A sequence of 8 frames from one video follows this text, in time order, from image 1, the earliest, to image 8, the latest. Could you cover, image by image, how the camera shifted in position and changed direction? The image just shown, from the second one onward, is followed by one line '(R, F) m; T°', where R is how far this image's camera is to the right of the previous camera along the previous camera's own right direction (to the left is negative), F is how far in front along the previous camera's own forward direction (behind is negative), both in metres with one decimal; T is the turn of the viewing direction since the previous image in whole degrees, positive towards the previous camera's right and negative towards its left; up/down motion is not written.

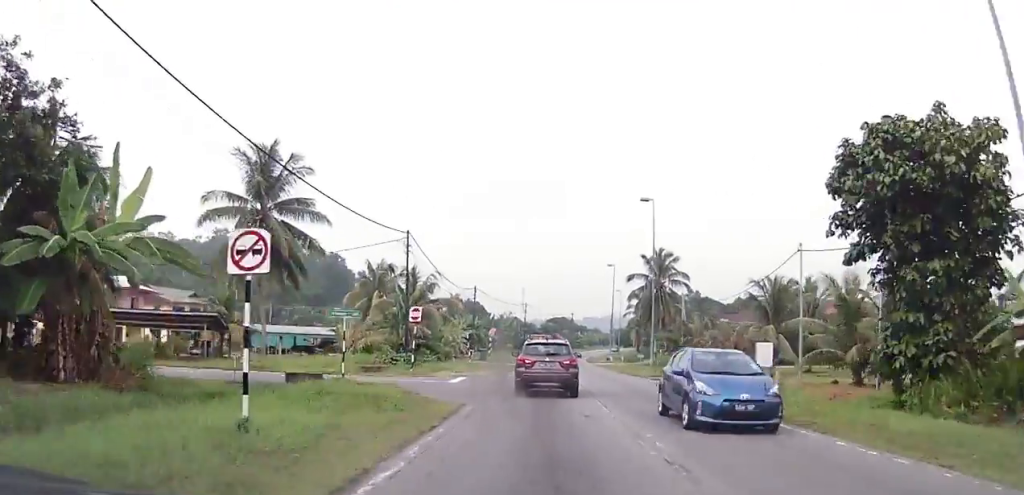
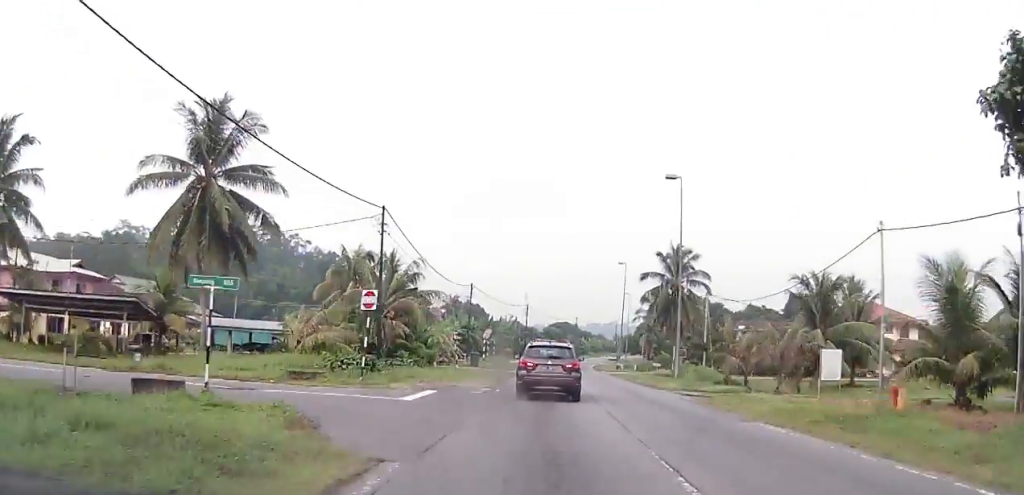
(+0.1, +8.6) m; 0°
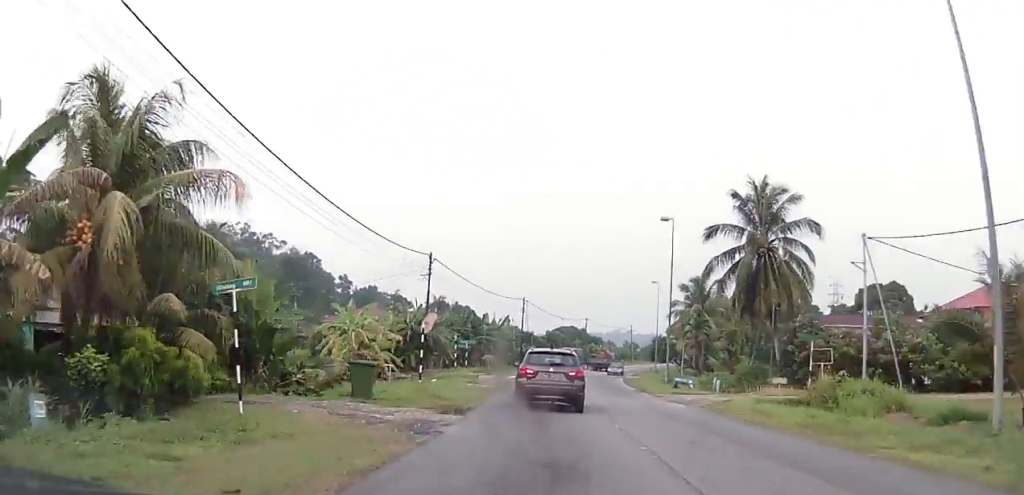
(+0.3, +30.2) m; 0°
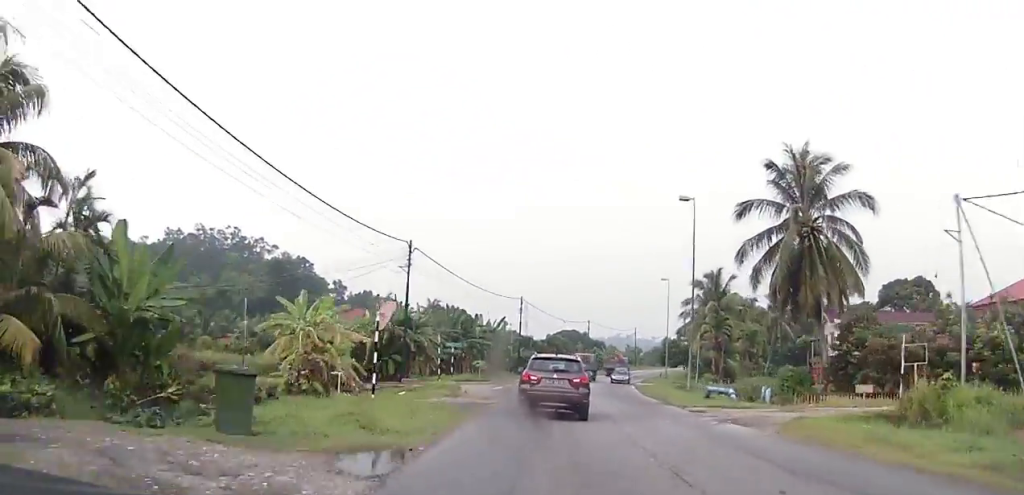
(-0.5, +7.7) m; 0°
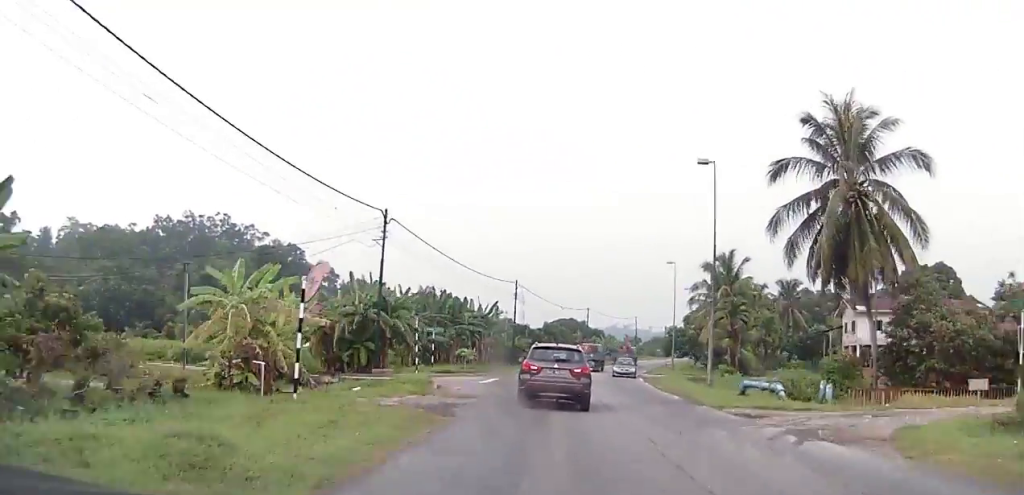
(-0.1, +6.2) m; 0°
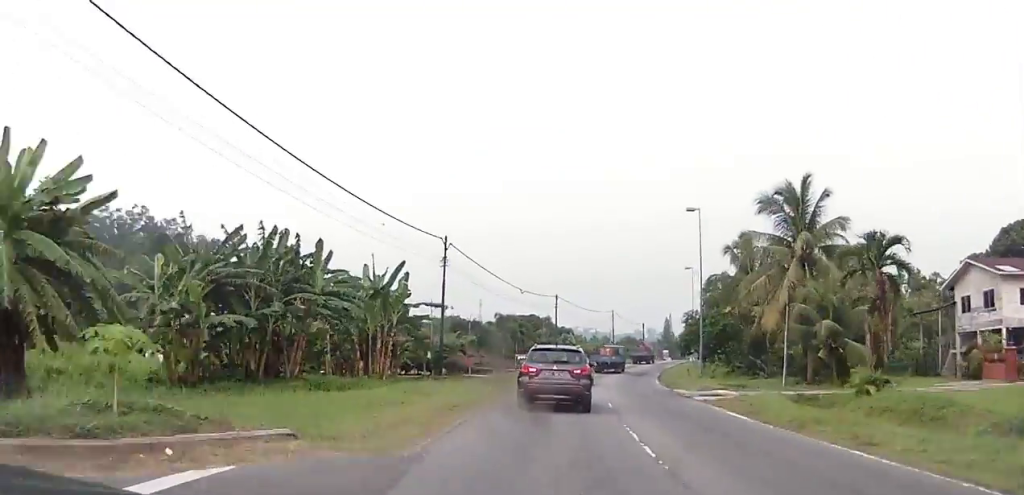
(+1.4, +29.3) m; +4°
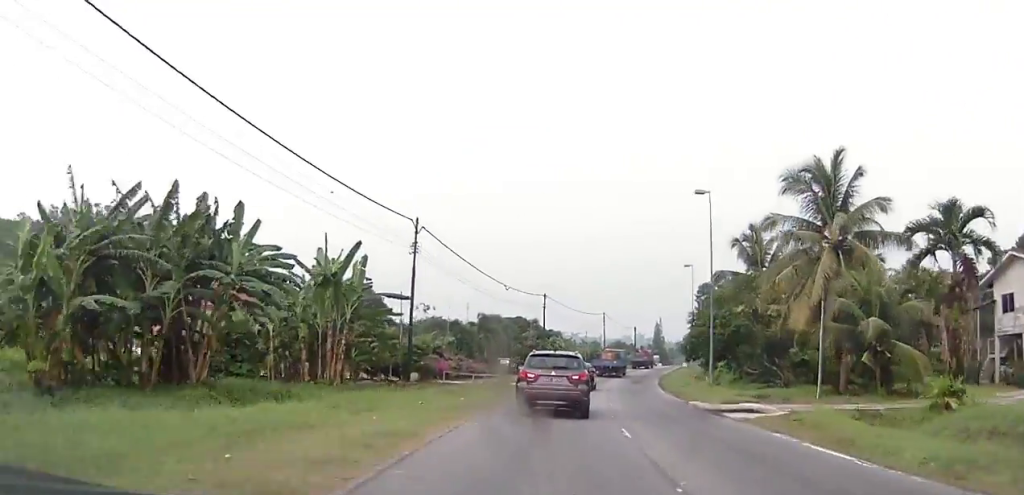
(+0.1, +6.5) m; +1°
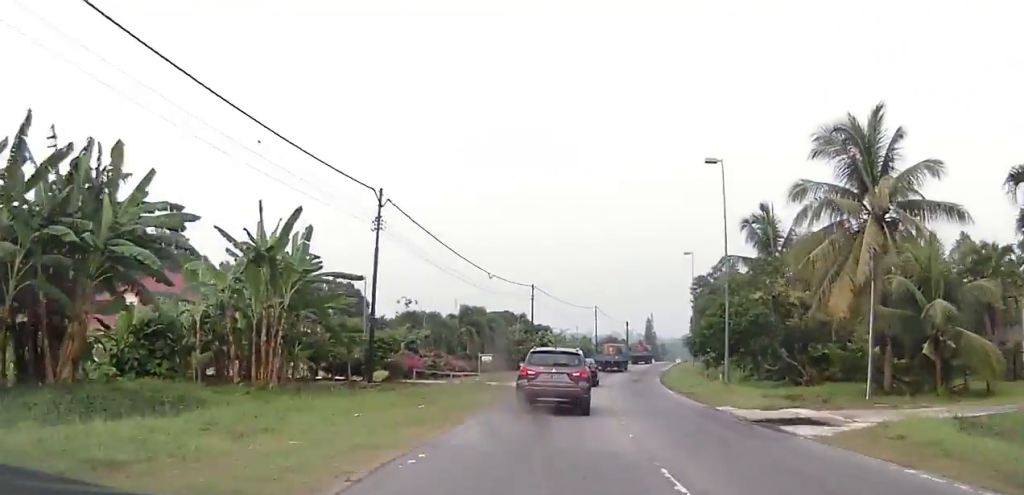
(0.0, +6.0) m; +1°
